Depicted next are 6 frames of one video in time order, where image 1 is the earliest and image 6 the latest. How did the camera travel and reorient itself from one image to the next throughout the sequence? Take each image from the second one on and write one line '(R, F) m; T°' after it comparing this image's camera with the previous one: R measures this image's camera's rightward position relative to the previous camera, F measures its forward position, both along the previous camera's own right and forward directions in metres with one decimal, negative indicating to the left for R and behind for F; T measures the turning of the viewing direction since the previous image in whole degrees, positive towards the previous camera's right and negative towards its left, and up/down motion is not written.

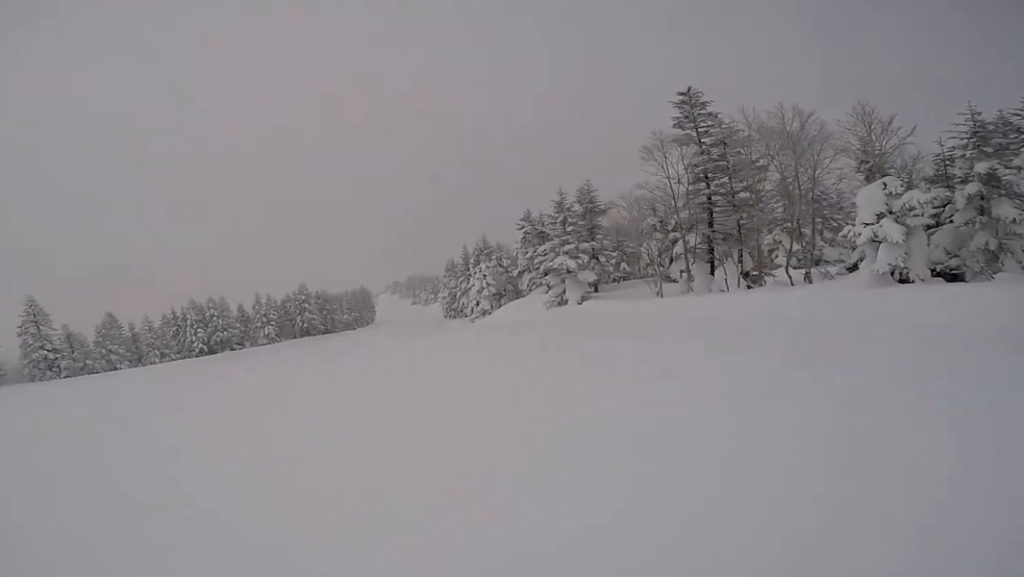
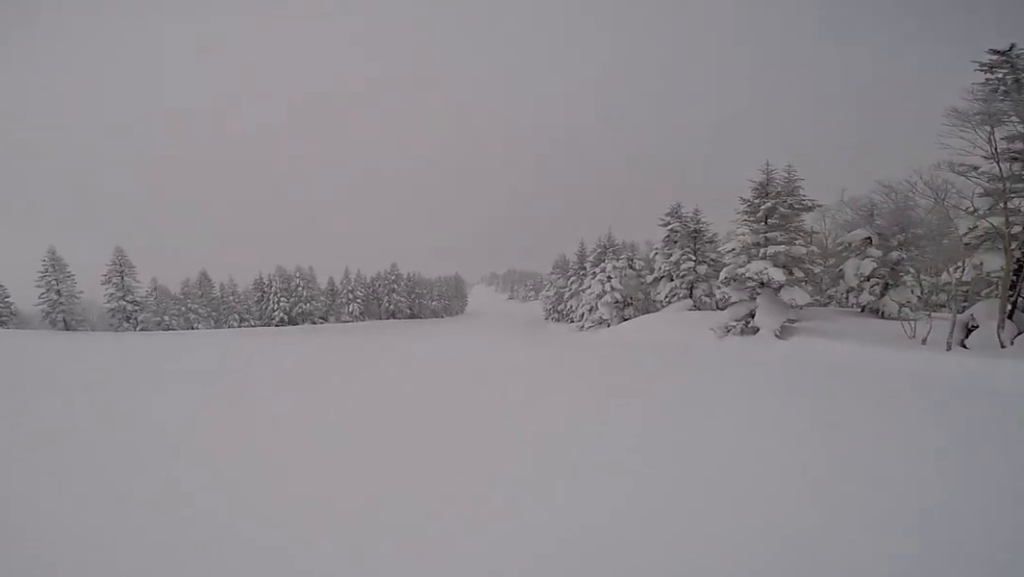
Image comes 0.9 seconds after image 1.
(0.0, +6.5) m; 0°
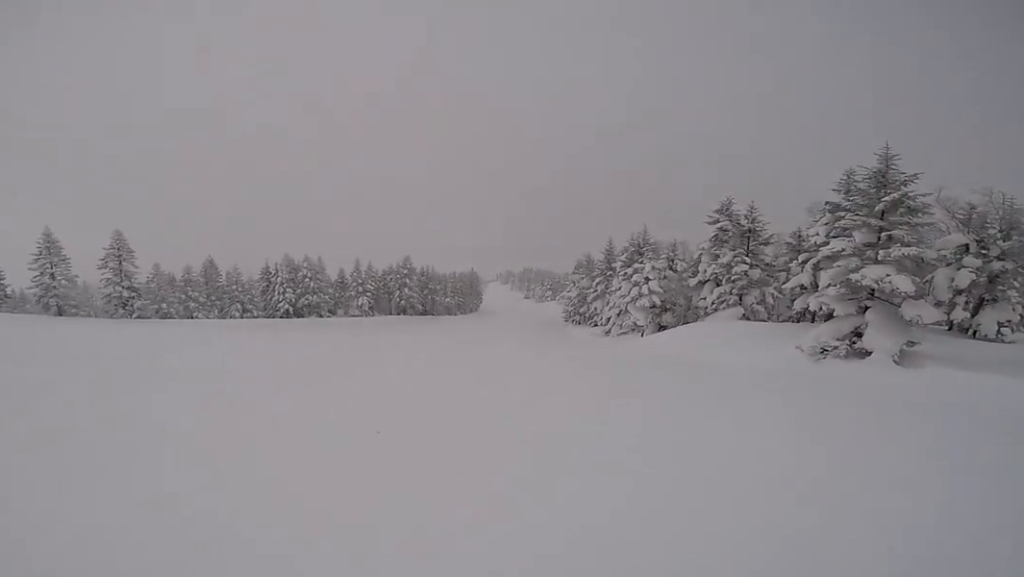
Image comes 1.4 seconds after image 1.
(0.0, +3.6) m; +1°
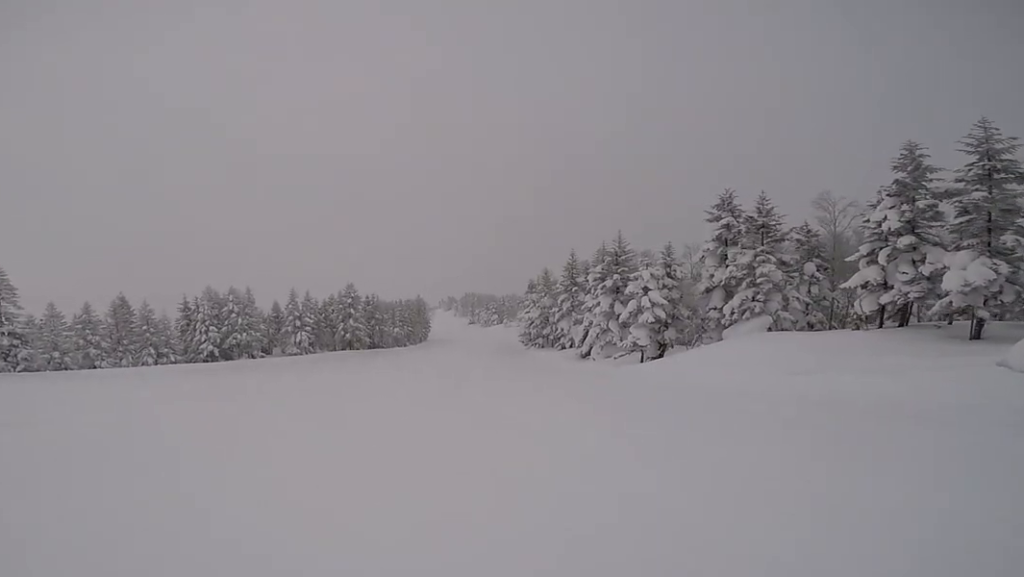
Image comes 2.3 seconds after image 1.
(+0.2, +7.2) m; +8°
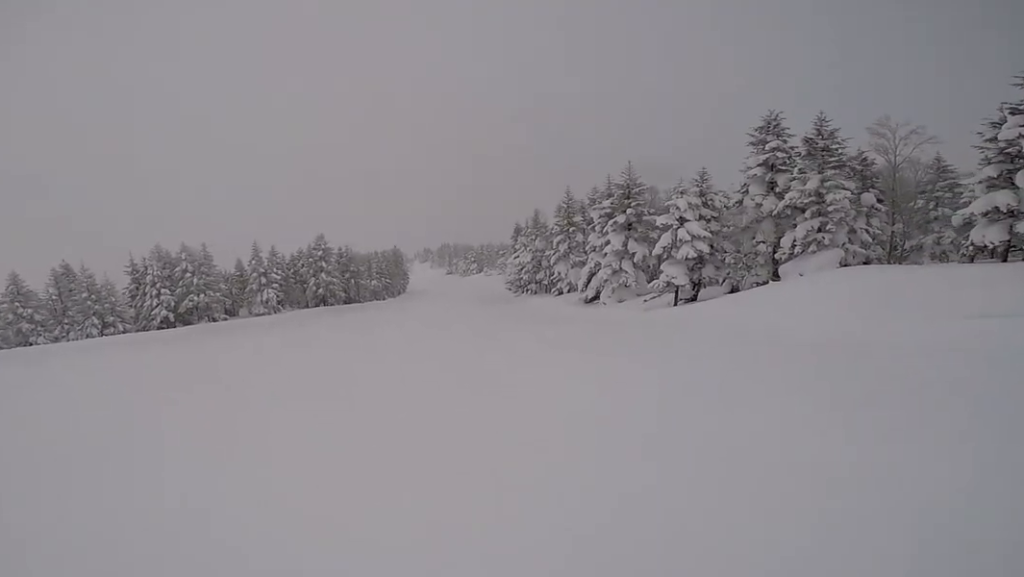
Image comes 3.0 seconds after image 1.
(+0.7, +5.1) m; -1°
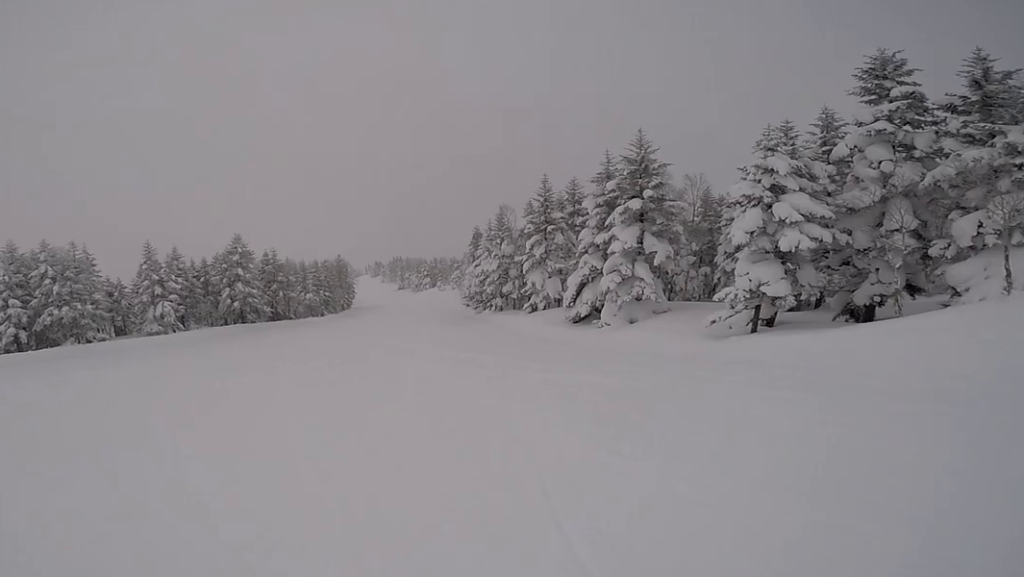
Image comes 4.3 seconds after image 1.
(-1.1, +10.4) m; -8°
